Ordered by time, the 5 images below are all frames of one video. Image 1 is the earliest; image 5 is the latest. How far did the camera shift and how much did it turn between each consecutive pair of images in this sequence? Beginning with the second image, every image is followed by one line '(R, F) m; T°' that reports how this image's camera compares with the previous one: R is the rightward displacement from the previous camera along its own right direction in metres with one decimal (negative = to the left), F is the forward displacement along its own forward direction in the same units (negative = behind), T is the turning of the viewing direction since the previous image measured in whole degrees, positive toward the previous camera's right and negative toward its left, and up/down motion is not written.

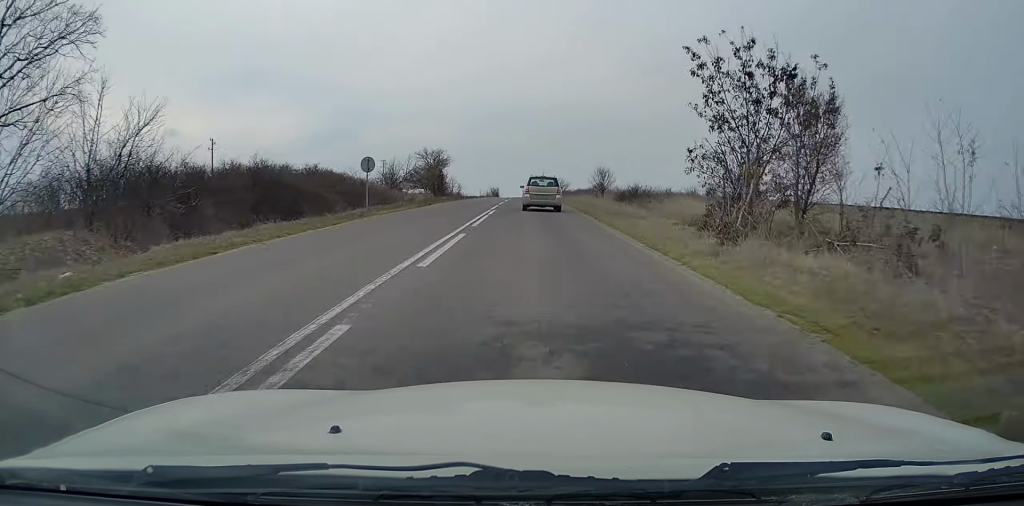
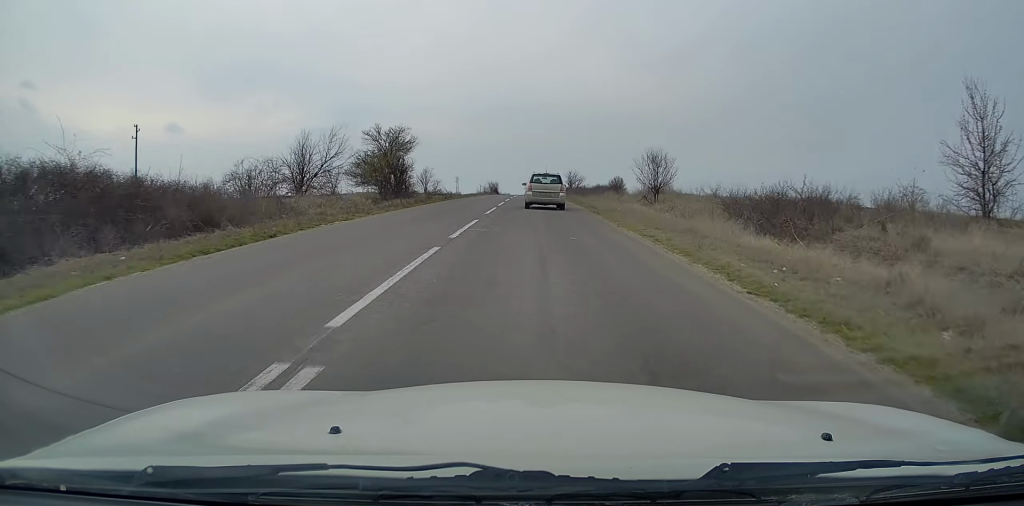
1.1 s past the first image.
(-0.1, +24.7) m; 0°
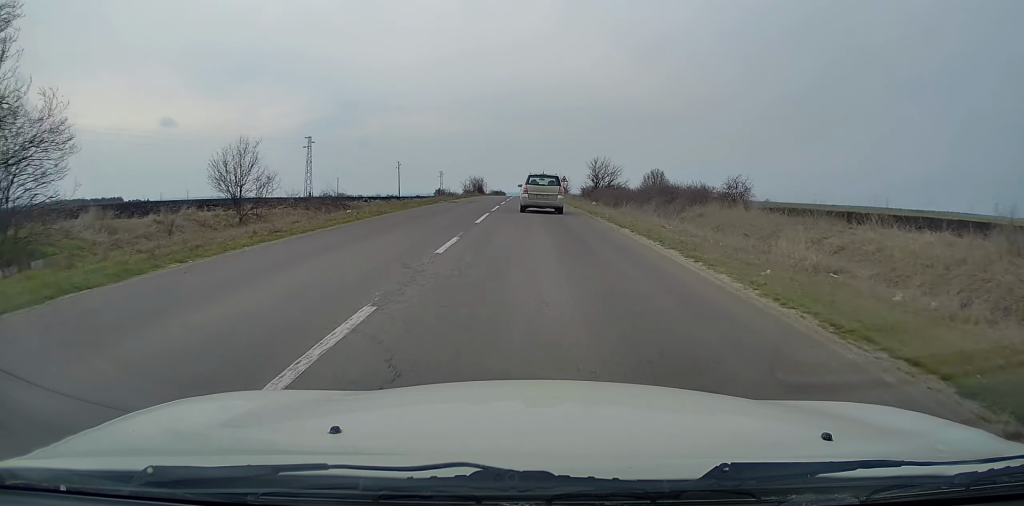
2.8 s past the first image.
(-0.1, +40.6) m; 0°
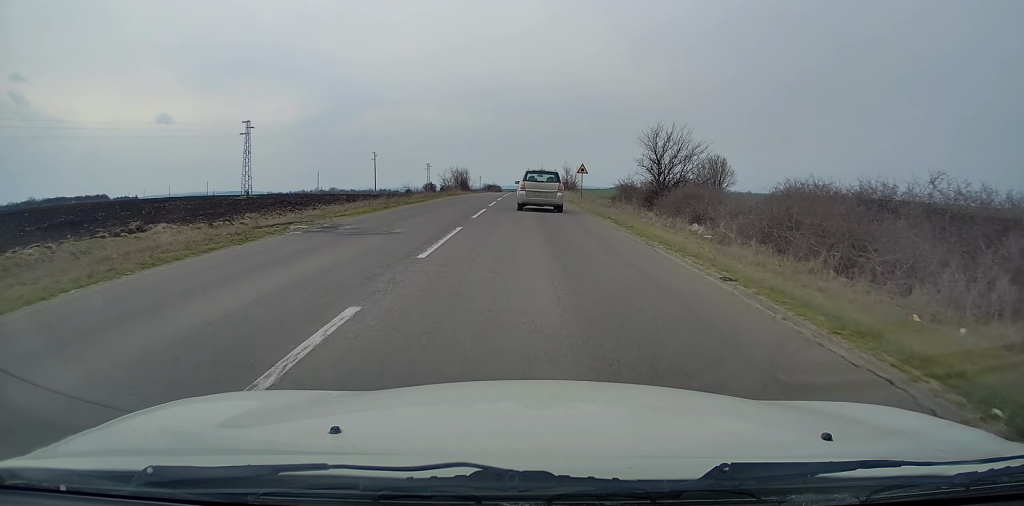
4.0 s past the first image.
(+0.1, +27.5) m; +1°
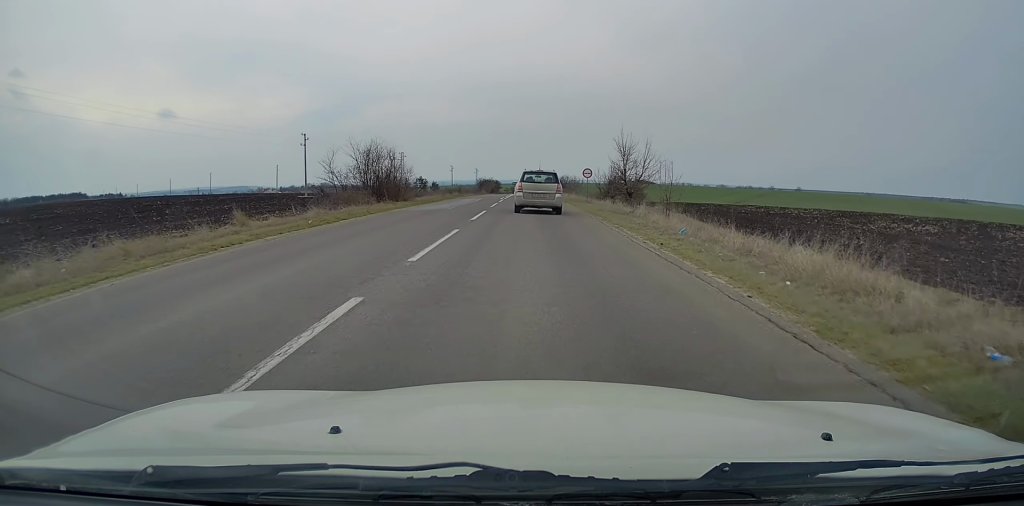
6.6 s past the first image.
(+0.2, +56.8) m; 0°
